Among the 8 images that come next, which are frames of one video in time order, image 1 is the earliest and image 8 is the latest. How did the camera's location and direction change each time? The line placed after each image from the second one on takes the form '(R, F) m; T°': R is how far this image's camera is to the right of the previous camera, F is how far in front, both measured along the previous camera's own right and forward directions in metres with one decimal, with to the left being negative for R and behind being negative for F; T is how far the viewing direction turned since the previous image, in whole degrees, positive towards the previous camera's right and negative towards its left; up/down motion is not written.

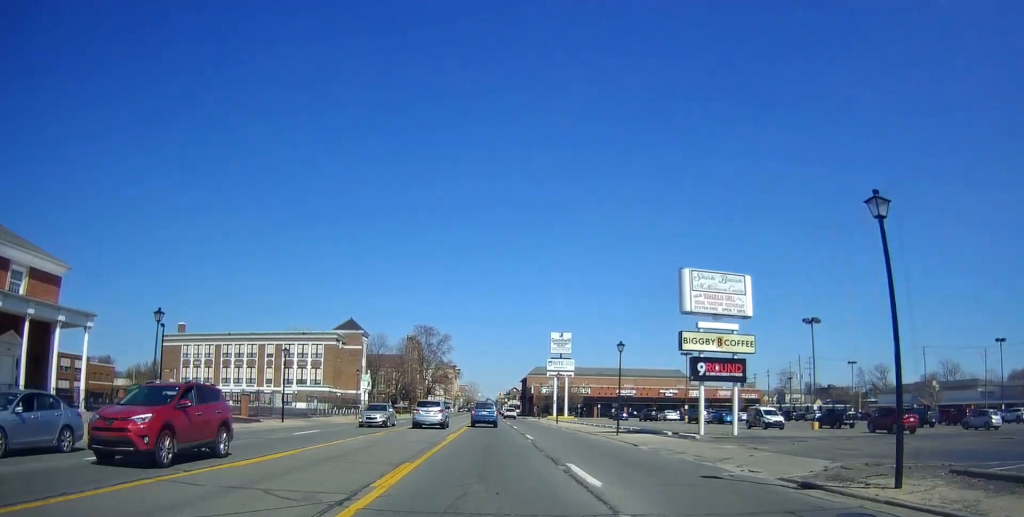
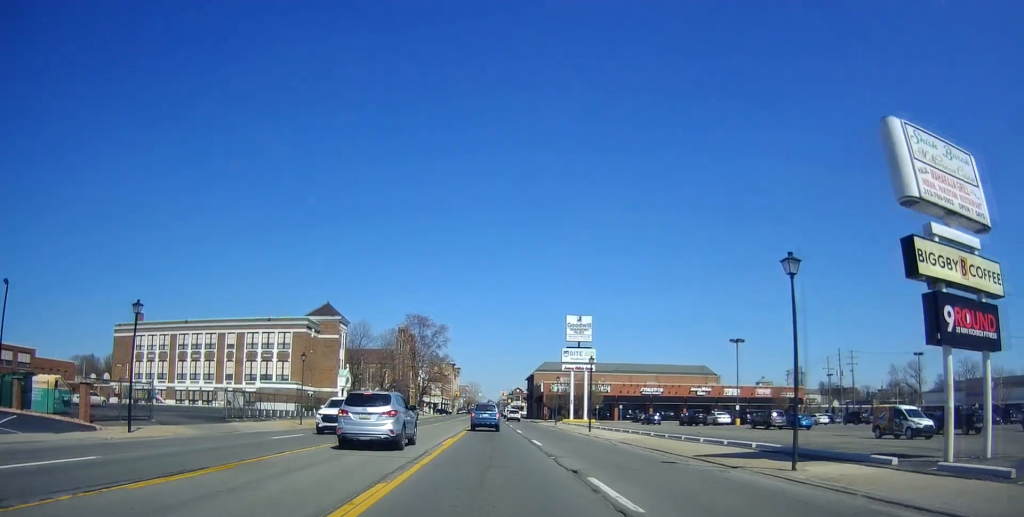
(-0.5, +19.2) m; -3°
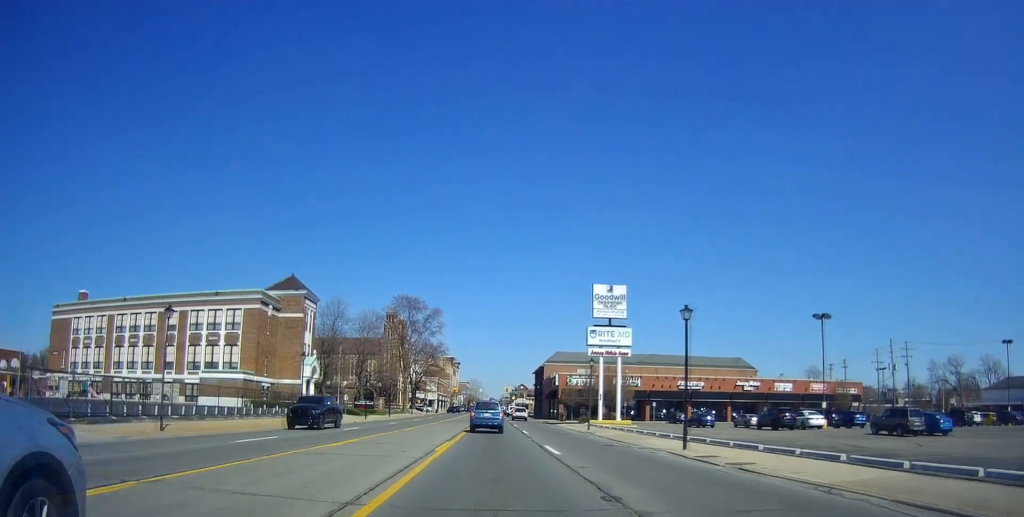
(-0.2, +19.7) m; -1°
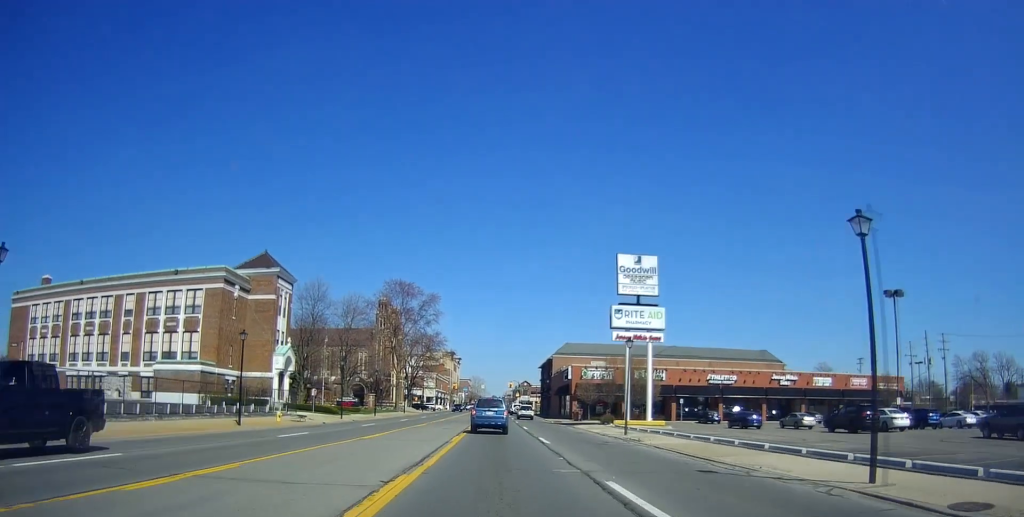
(-0.1, +11.4) m; 0°
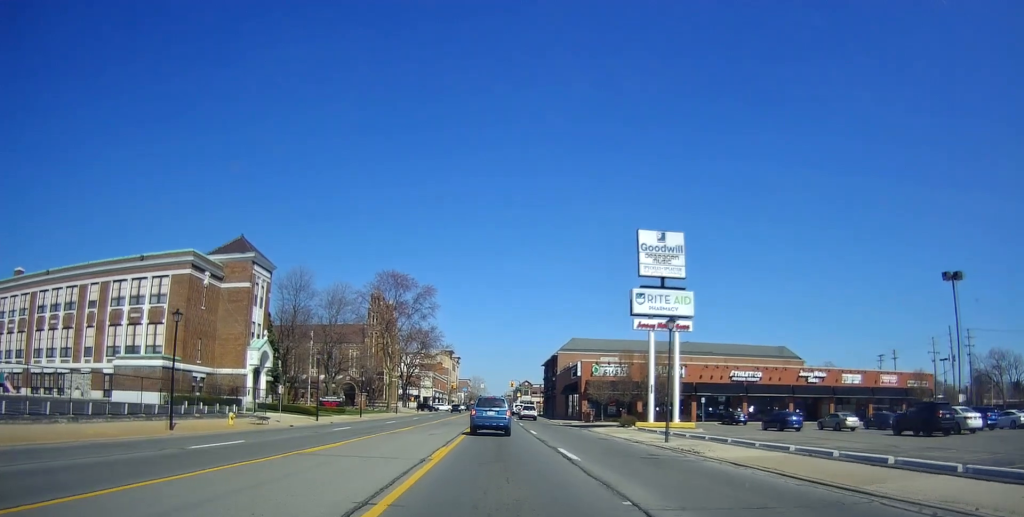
(-0.4, +7.9) m; +2°
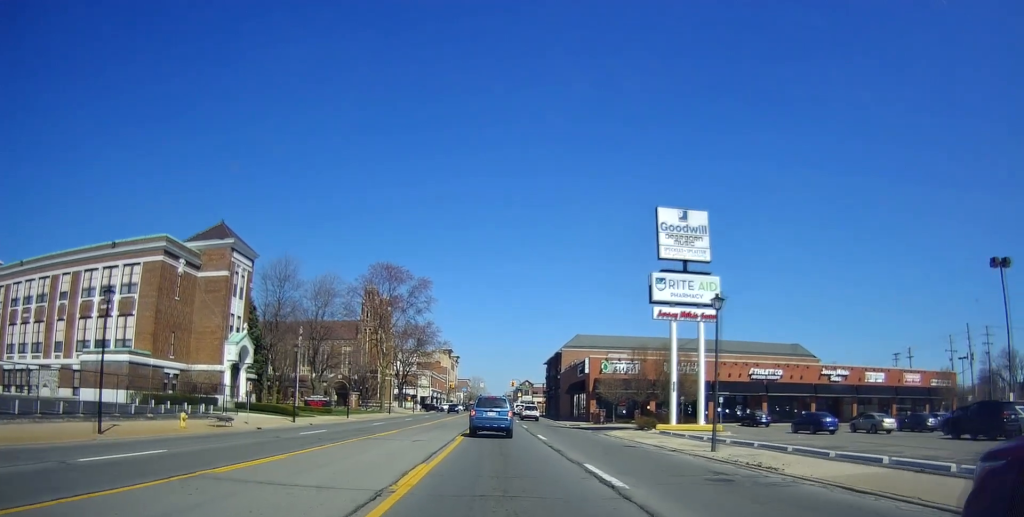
(+0.5, +5.5) m; 0°
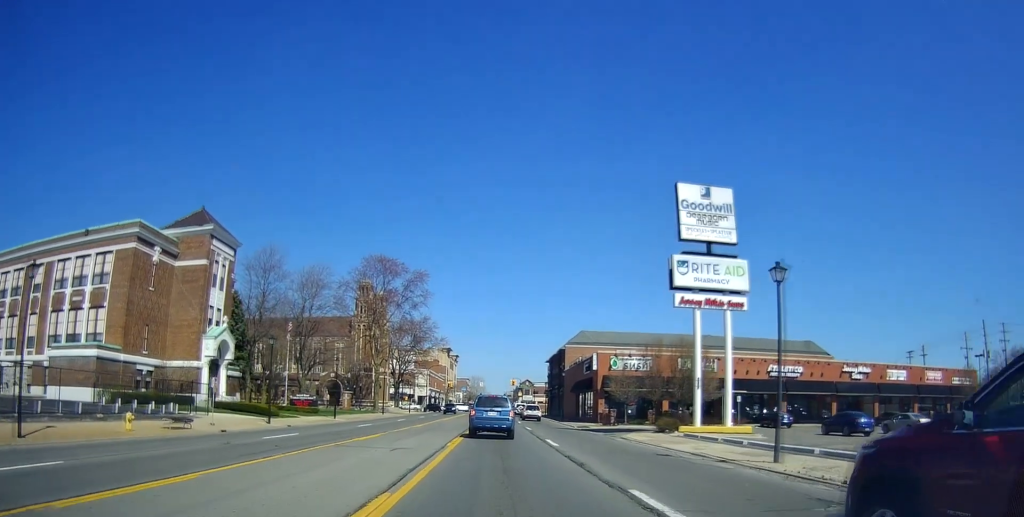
(+0.4, +5.1) m; 0°
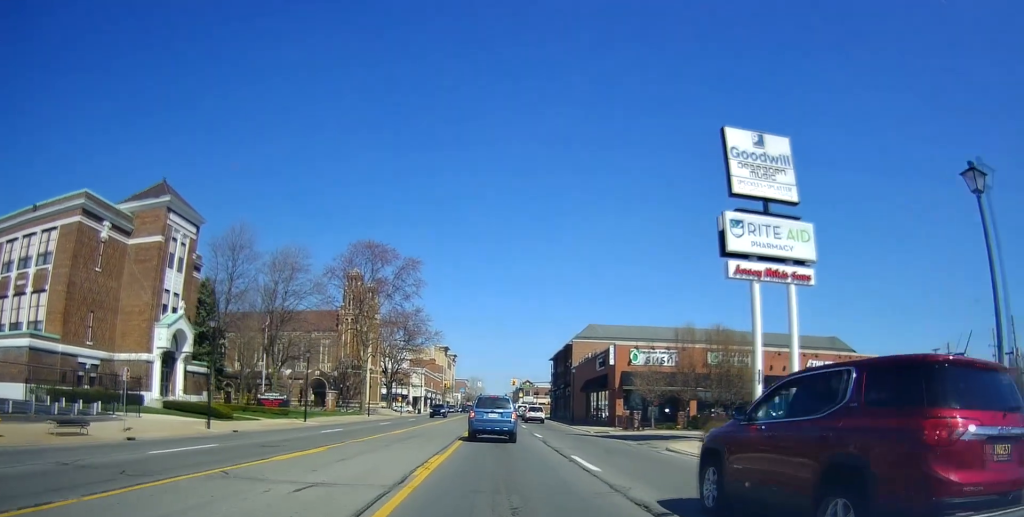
(-0.7, +8.6) m; -4°
